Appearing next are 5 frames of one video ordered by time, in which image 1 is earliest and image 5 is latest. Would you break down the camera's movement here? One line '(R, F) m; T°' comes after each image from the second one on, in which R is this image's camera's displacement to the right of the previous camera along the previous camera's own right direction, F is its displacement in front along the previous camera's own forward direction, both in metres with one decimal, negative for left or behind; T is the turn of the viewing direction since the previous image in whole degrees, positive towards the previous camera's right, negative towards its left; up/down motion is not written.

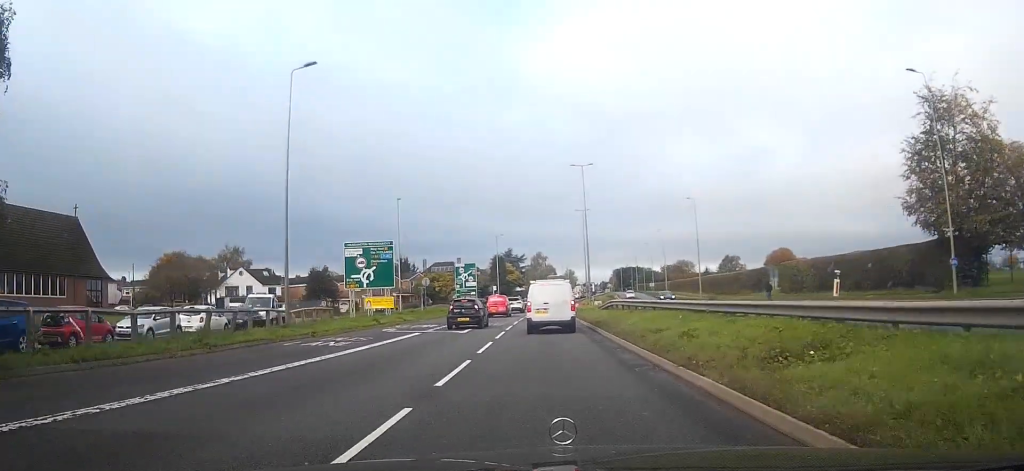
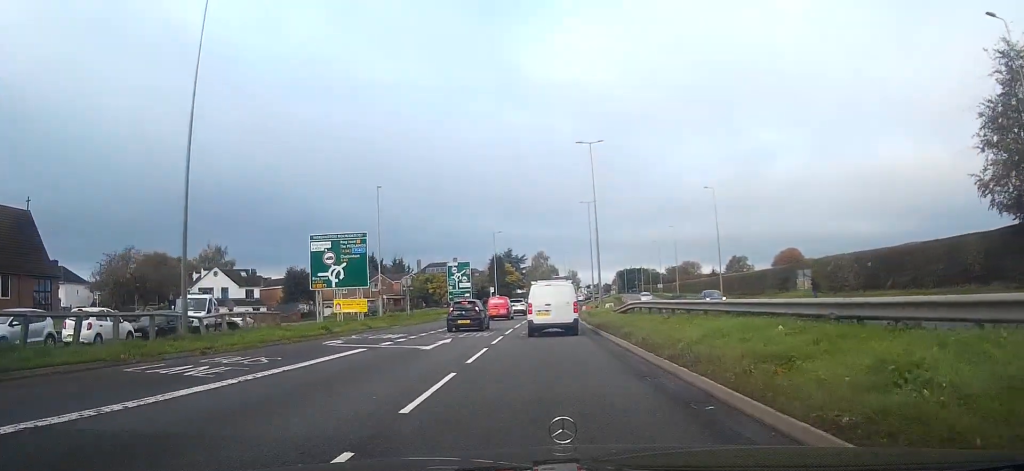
(-0.2, +8.7) m; -1°
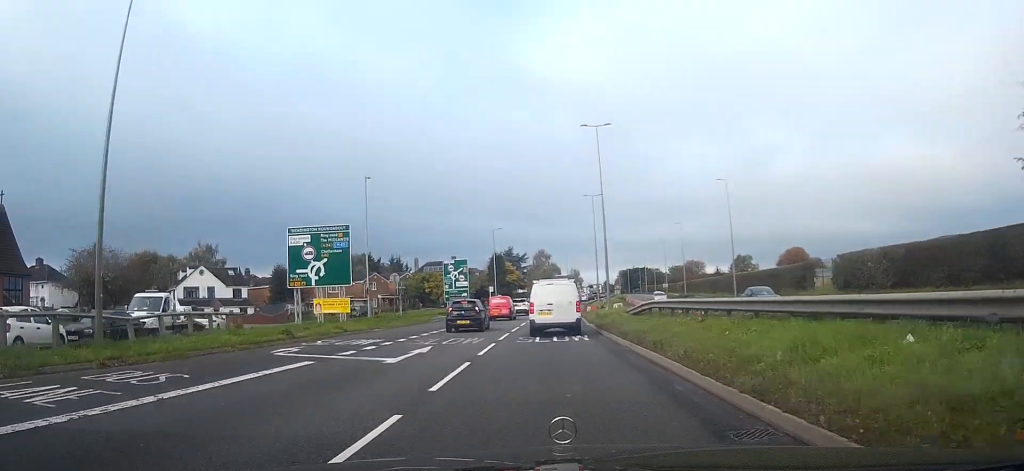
(0.0, +4.3) m; +1°
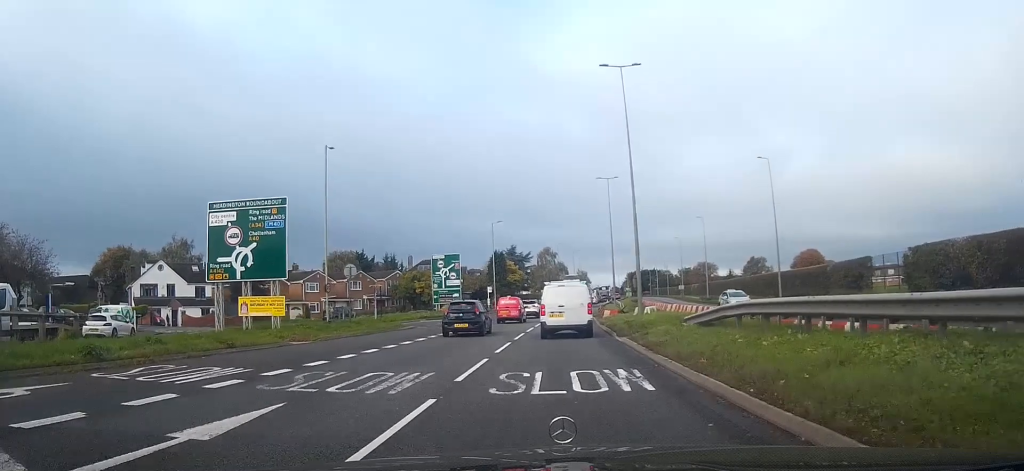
(+0.5, +10.7) m; +6°
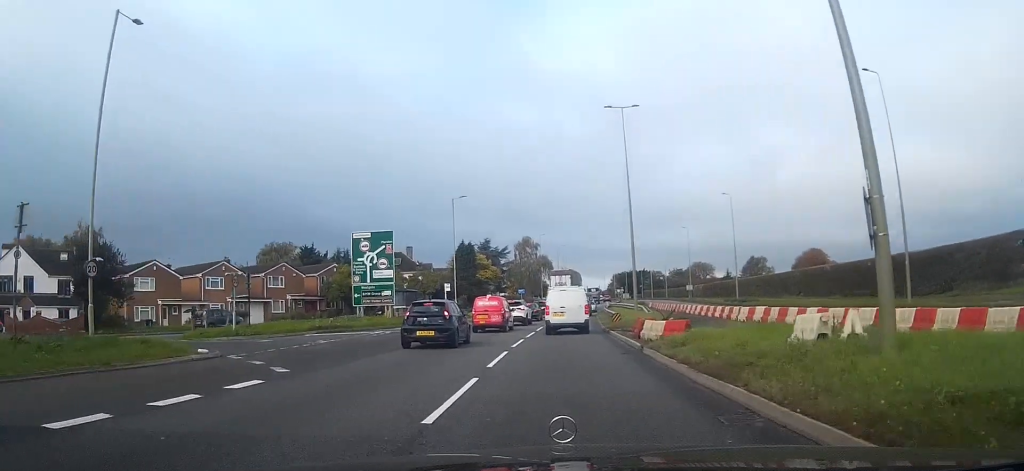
(+0.5, +21.4) m; +1°
